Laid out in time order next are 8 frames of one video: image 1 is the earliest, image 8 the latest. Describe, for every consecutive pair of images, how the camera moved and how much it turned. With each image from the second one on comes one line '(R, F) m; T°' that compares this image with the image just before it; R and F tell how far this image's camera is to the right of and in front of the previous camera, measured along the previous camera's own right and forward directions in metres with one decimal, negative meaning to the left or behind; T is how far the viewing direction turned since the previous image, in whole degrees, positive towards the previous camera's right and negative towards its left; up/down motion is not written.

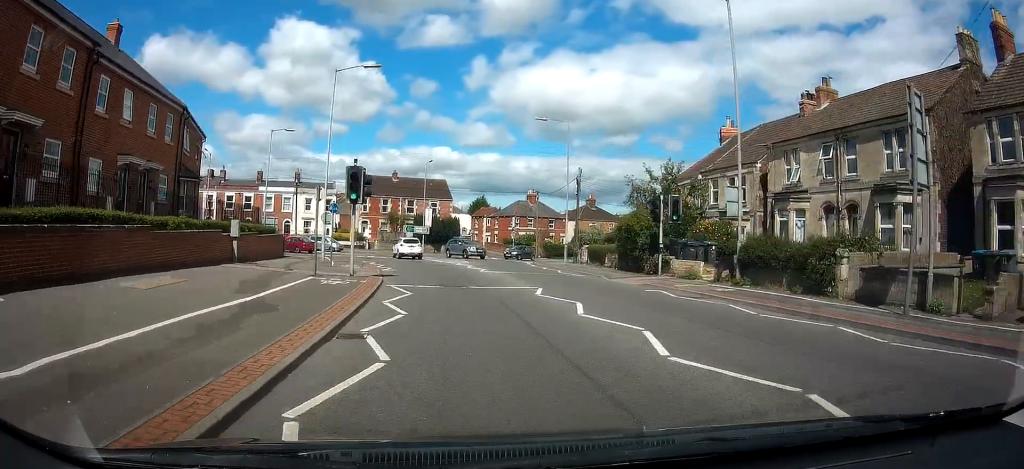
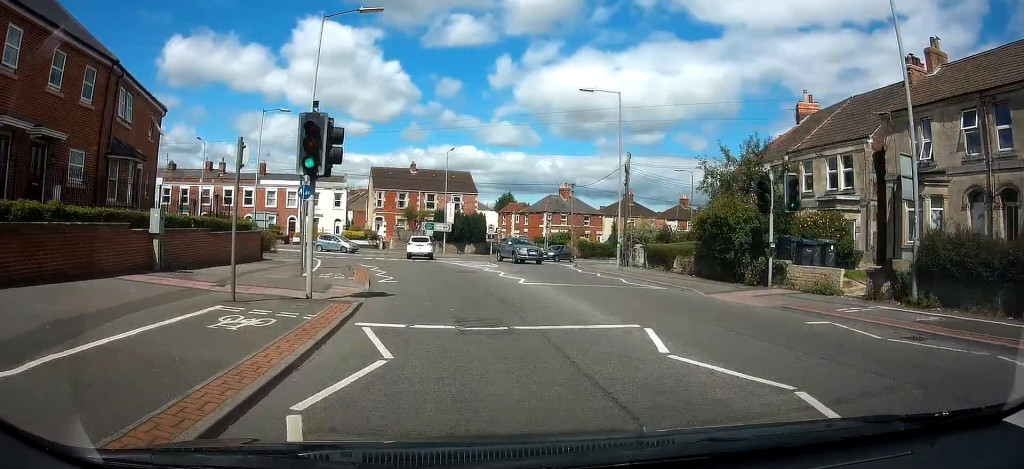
(-0.1, +7.6) m; -2°
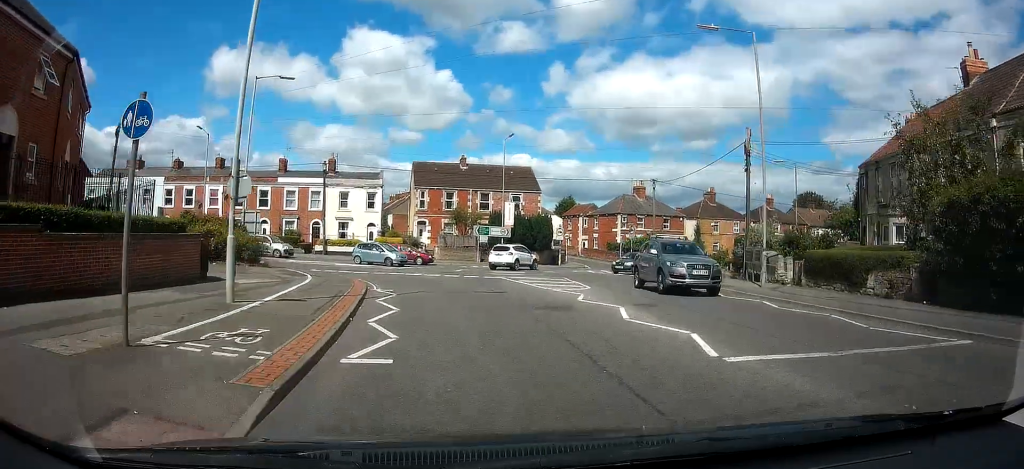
(-0.3, +10.4) m; -3°
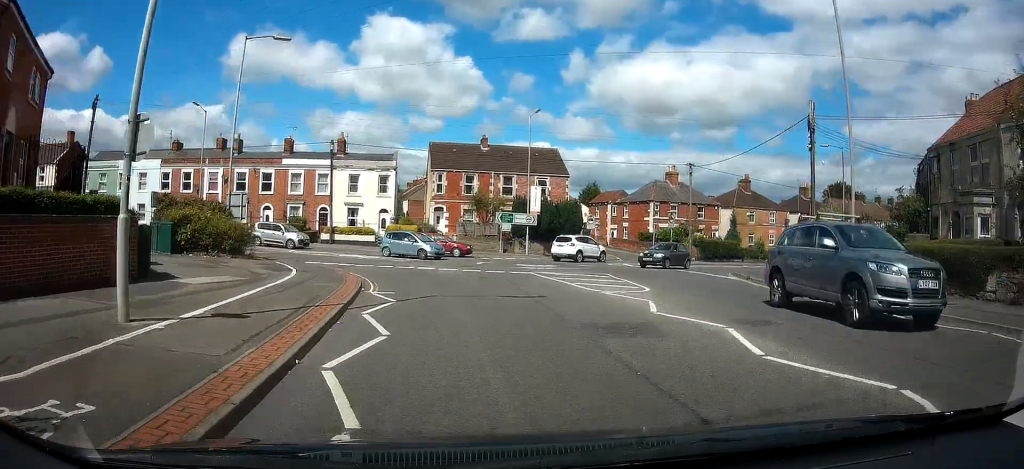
(0.0, +4.2) m; -2°
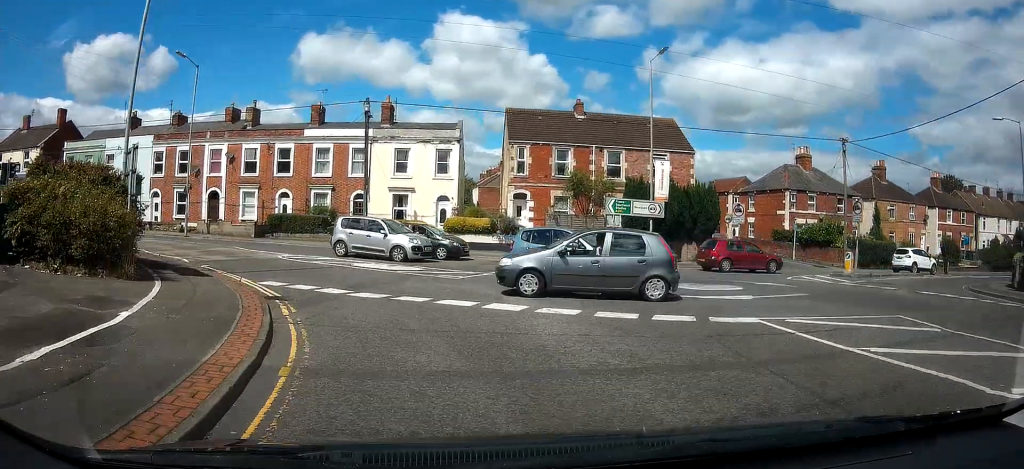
(-0.8, +12.1) m; -13°
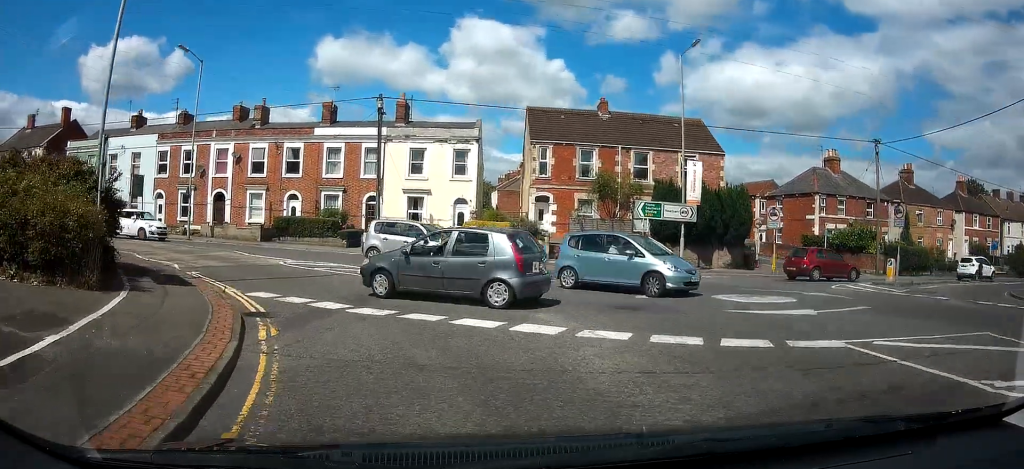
(-0.2, +1.9) m; -4°
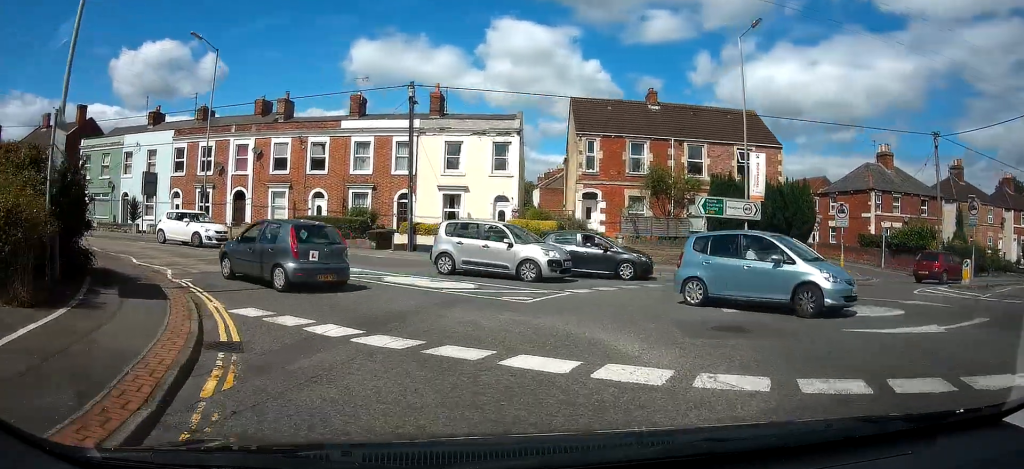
(-0.2, +2.9) m; -7°
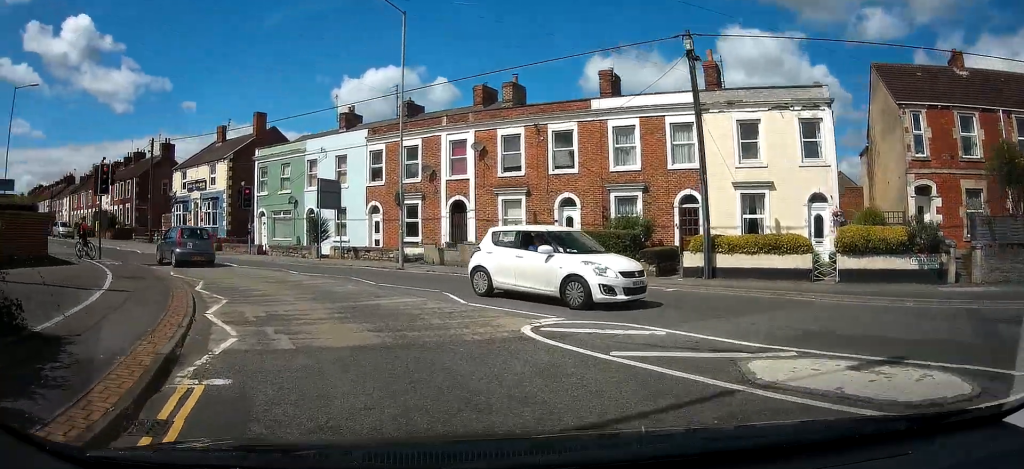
(-1.9, +8.6) m; -27°
